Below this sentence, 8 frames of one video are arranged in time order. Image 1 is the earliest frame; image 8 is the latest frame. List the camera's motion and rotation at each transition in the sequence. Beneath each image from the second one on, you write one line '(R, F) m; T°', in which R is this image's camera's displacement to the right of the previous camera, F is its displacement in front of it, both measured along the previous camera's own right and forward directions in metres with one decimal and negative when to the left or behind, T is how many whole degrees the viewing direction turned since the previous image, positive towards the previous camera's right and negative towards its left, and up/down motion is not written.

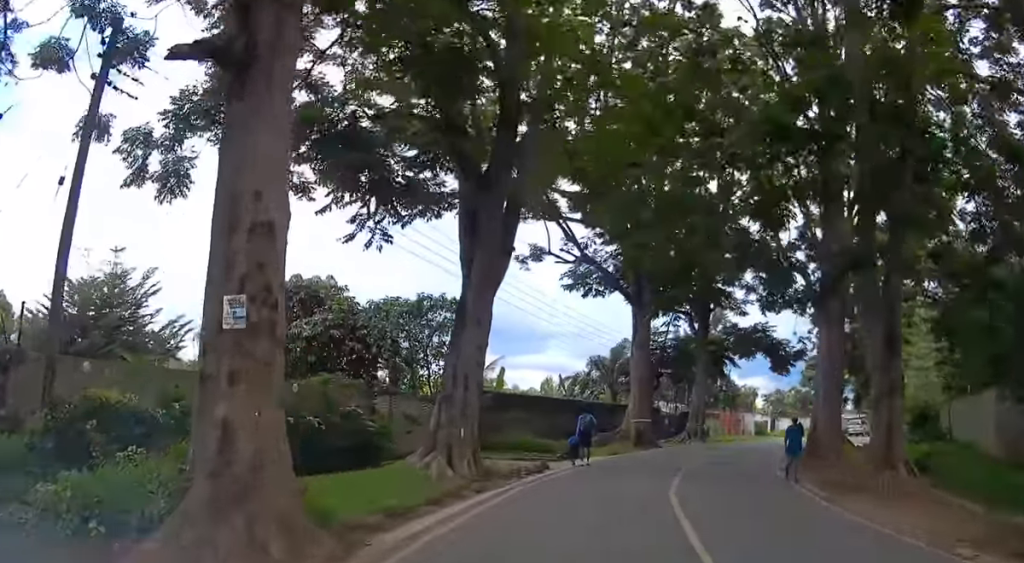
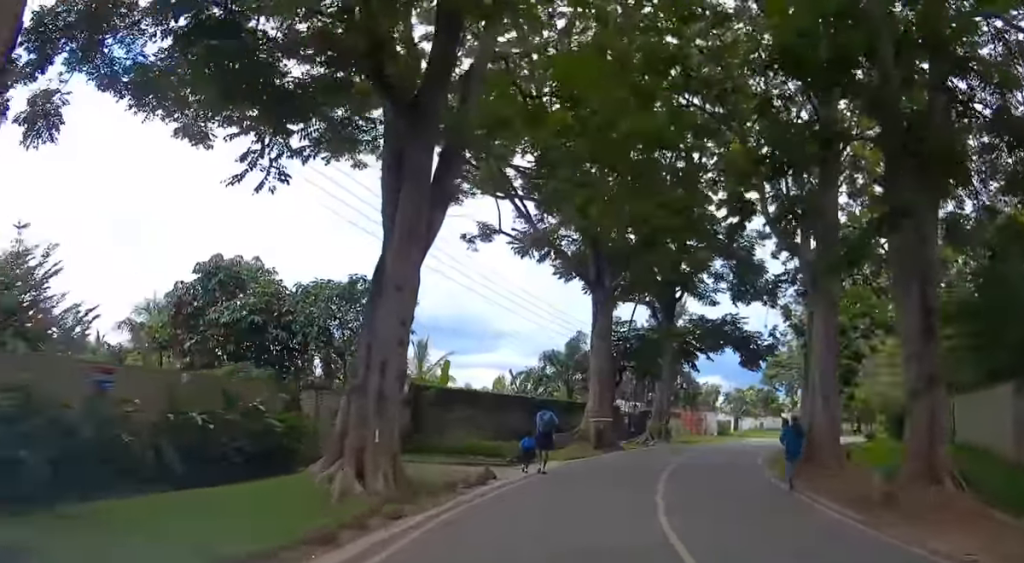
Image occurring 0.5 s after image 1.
(0.0, +3.8) m; +4°
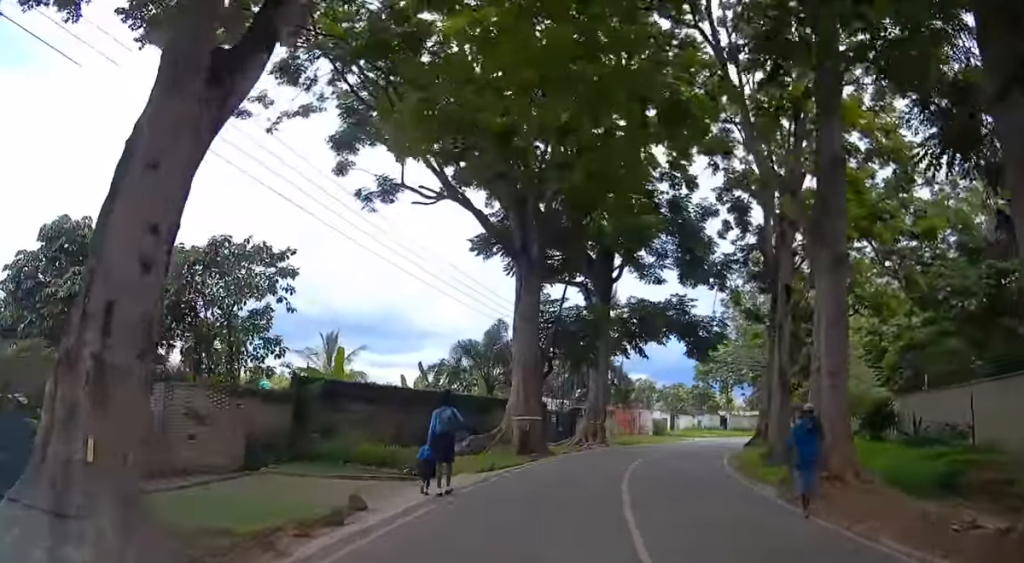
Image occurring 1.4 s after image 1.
(+0.5, +6.0) m; +7°
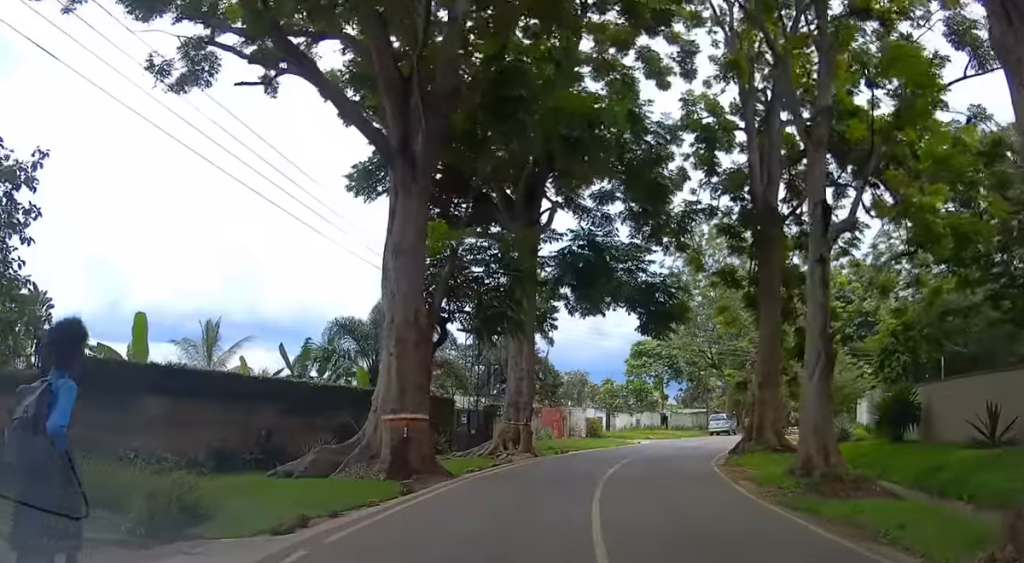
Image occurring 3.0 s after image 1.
(+0.9, +10.5) m; +7°
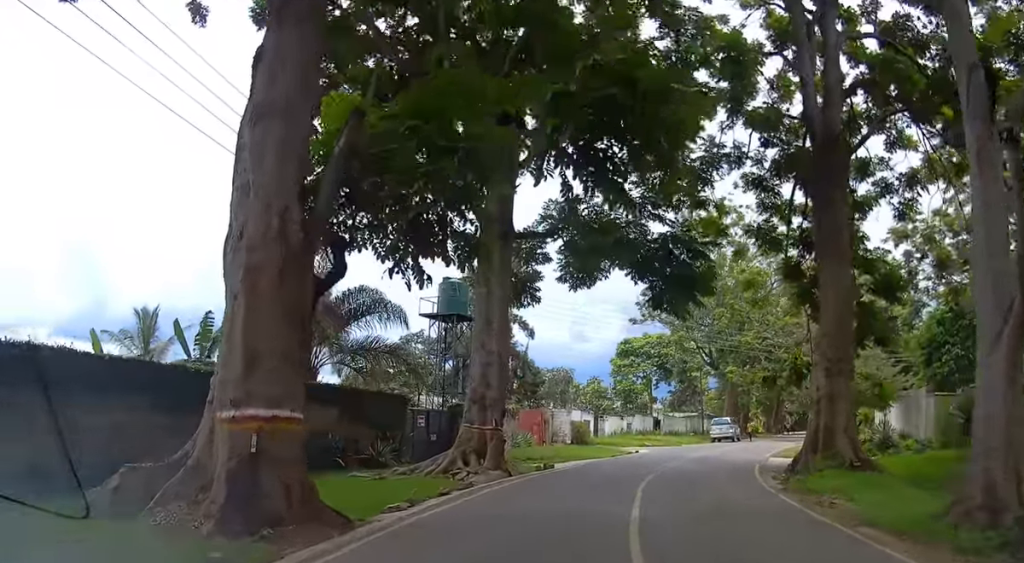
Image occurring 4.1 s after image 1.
(+0.1, +7.6) m; +3°
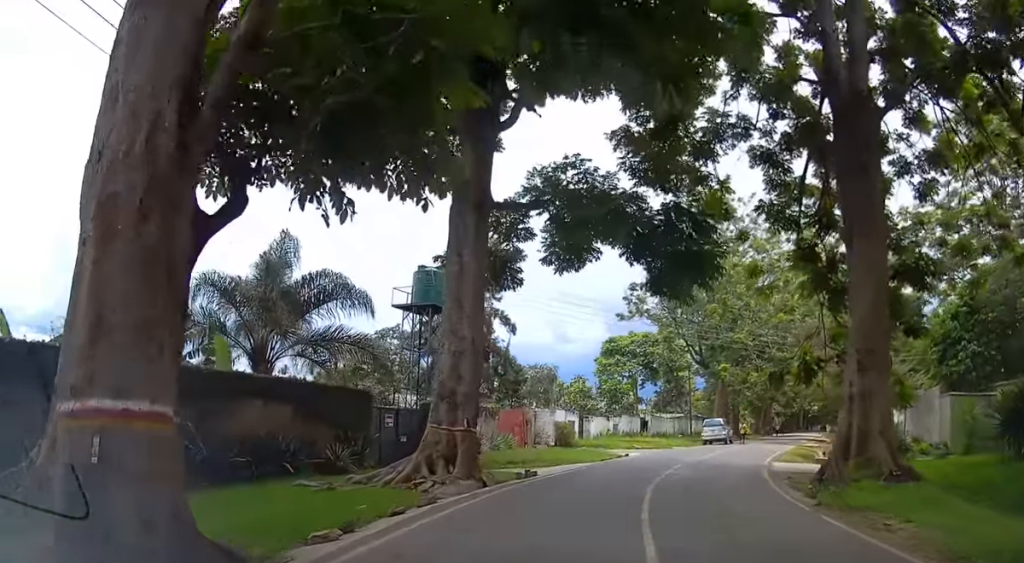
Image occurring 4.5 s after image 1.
(0.0, +2.8) m; +2°
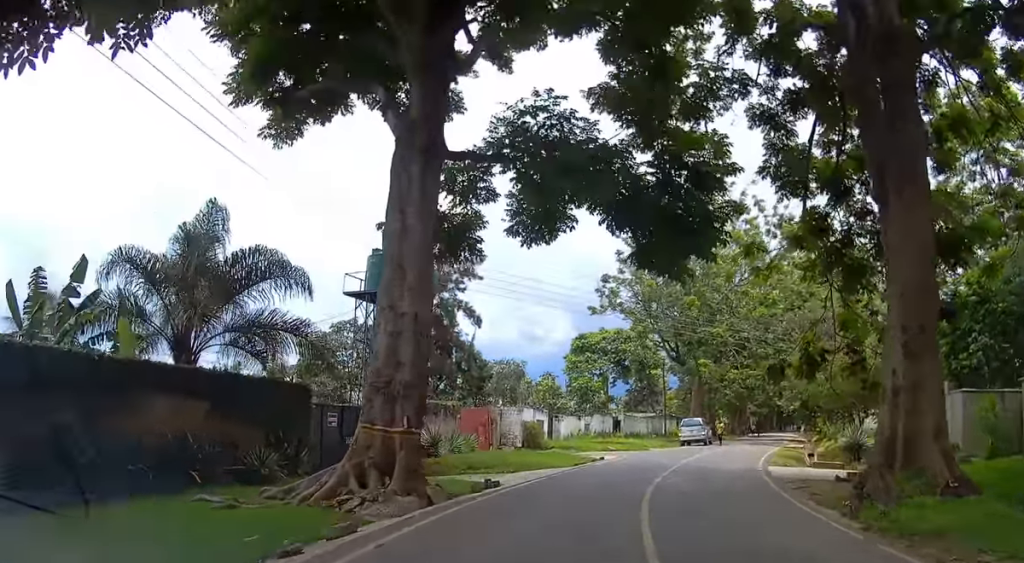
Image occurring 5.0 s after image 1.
(+0.1, +3.2) m; +2°
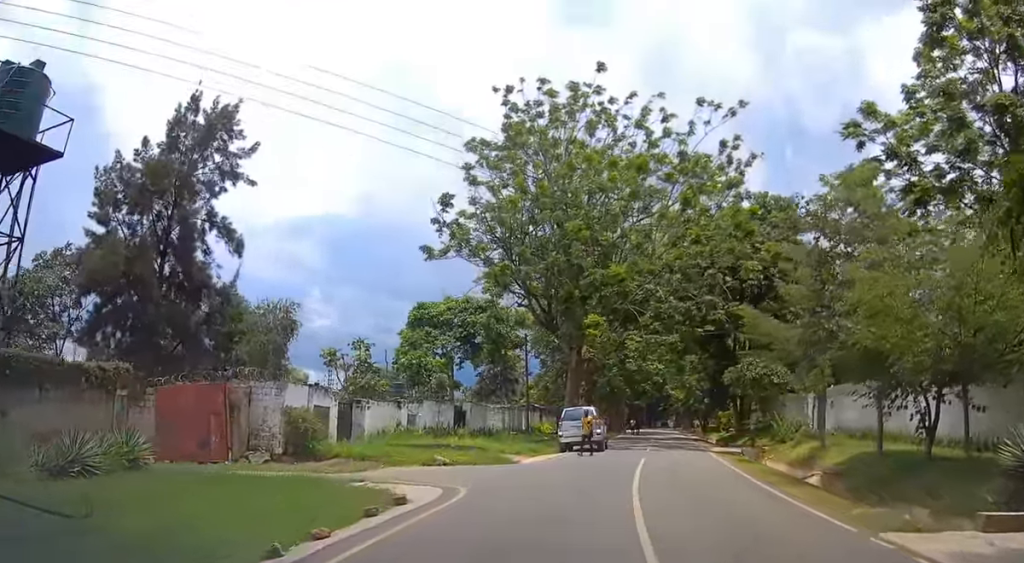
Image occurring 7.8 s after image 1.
(+1.5, +17.0) m; +9°
